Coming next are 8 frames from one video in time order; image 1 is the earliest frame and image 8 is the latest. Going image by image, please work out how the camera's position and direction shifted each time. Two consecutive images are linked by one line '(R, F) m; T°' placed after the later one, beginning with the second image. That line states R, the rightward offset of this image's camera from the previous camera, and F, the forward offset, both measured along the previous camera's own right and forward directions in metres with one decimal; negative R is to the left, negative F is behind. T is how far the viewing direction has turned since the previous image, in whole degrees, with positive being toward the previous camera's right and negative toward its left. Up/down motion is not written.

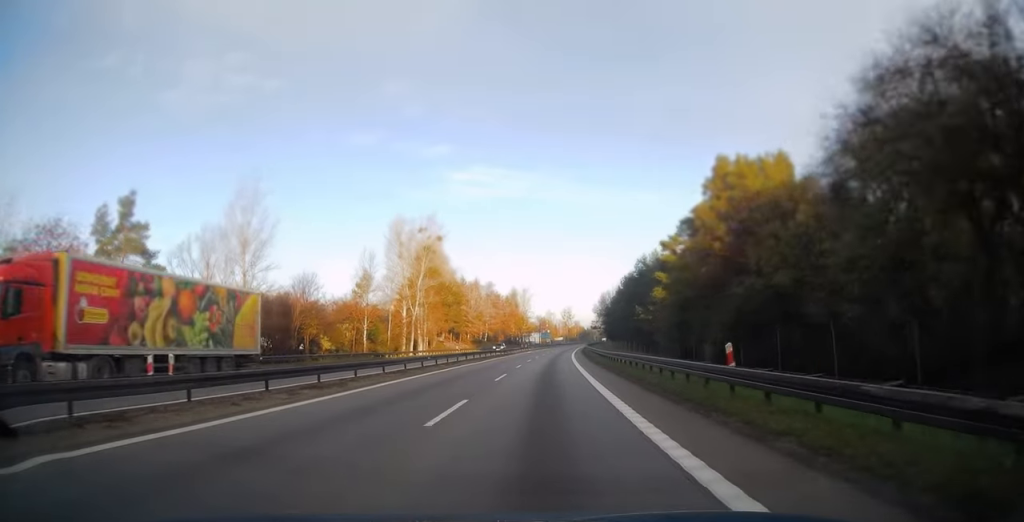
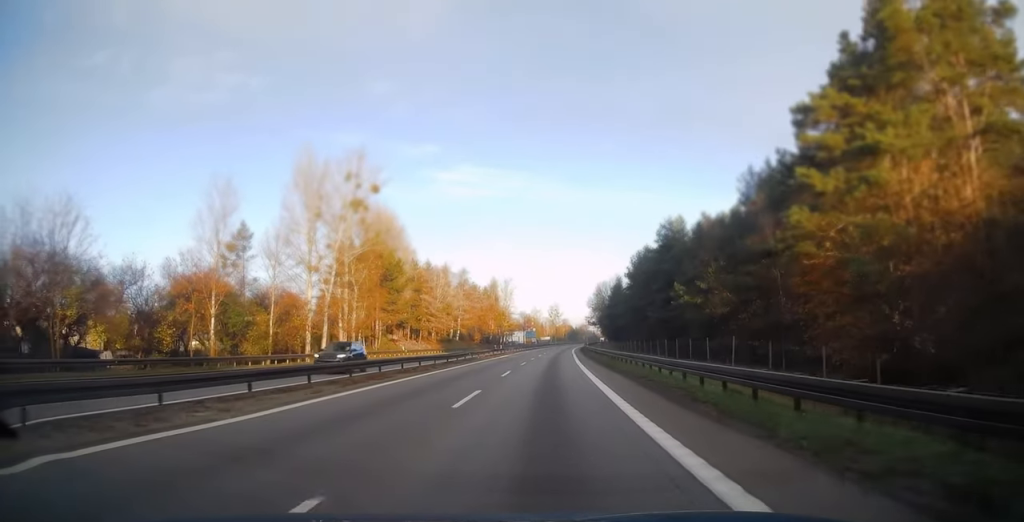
(+0.4, +33.1) m; +1°
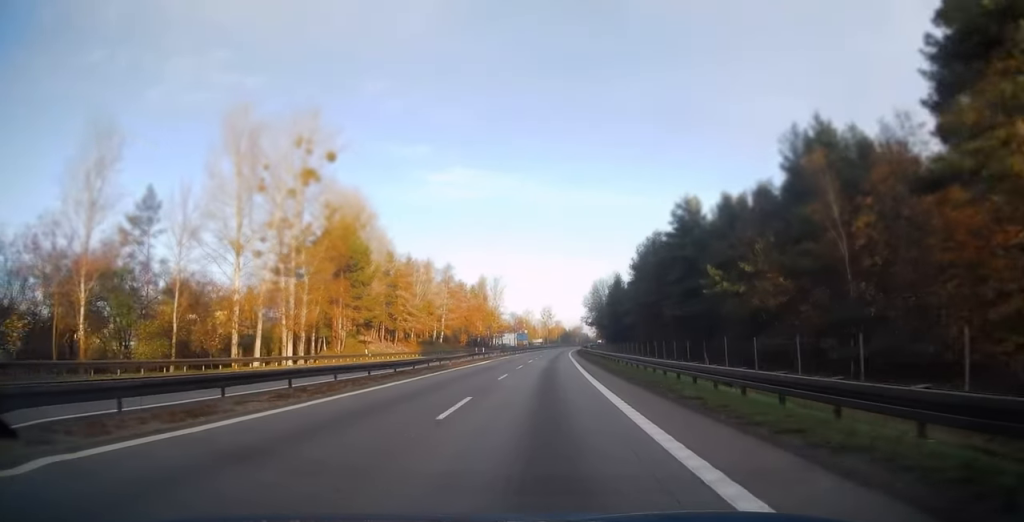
(0.0, +13.3) m; +1°
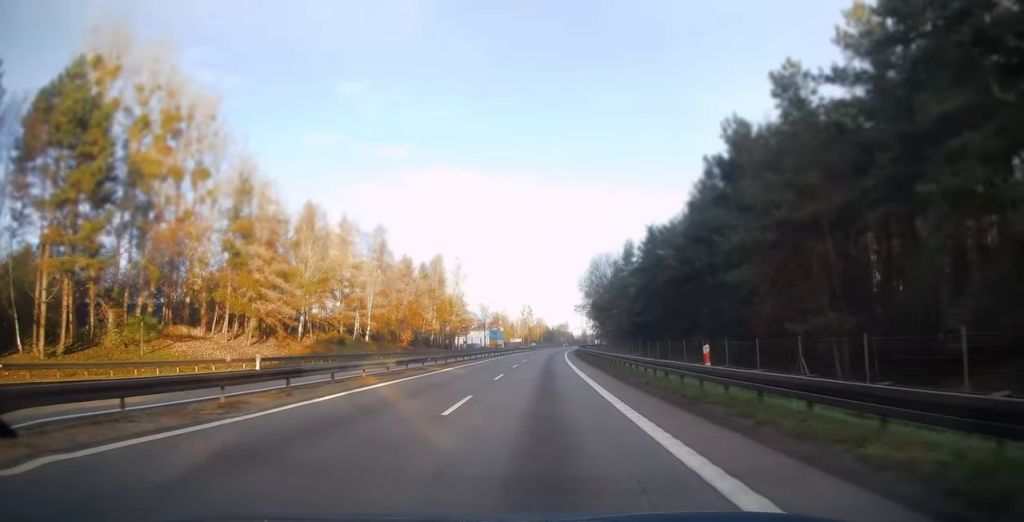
(+0.8, +47.5) m; +2°
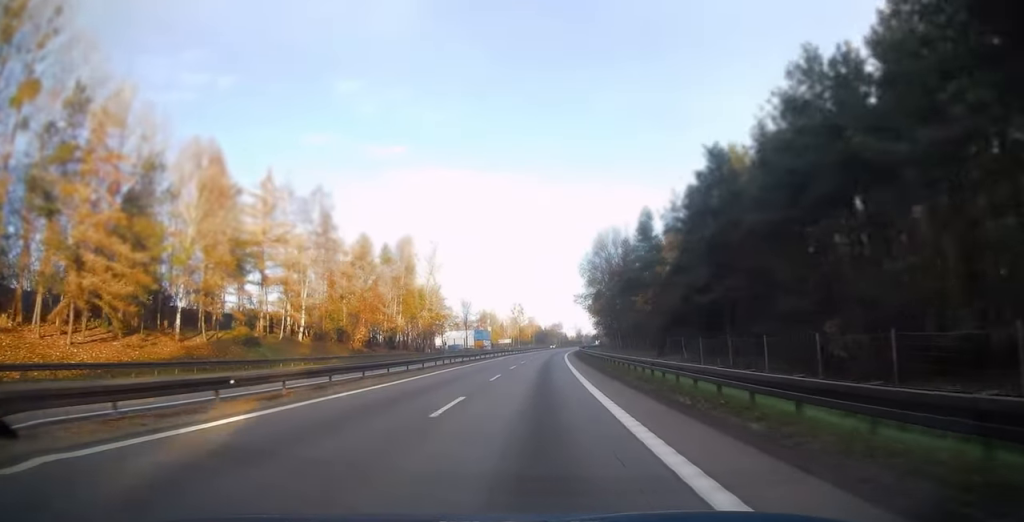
(+0.2, +24.0) m; +1°
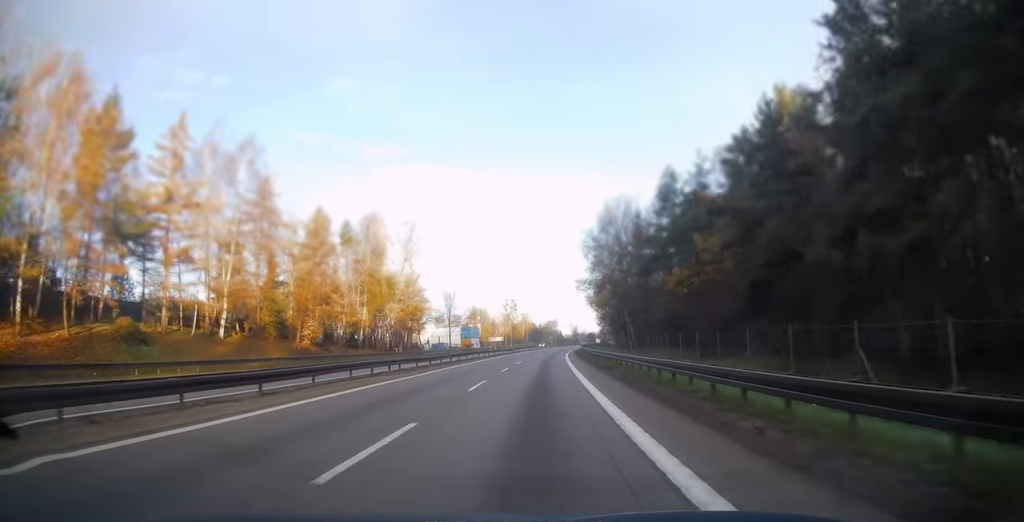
(+0.1, +17.6) m; 0°
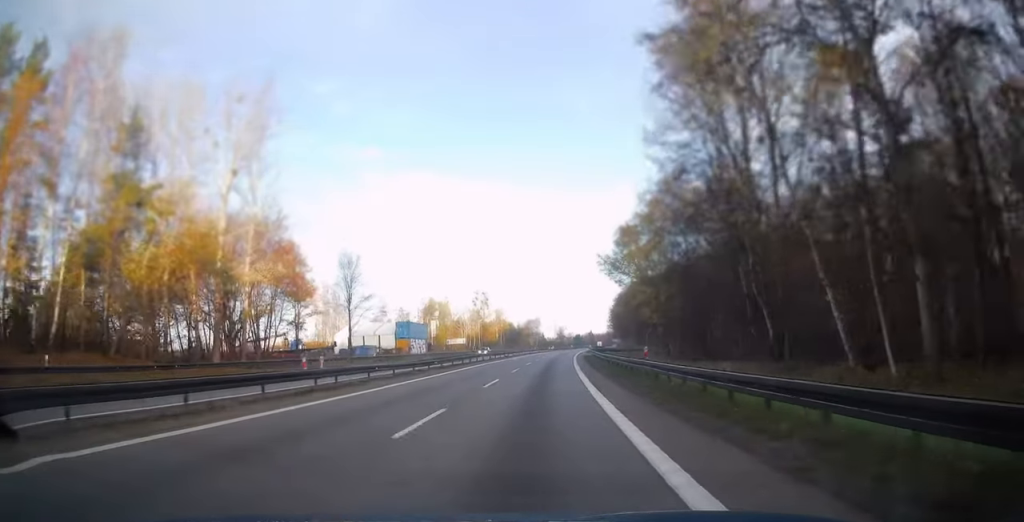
(+0.8, +55.4) m; +2°
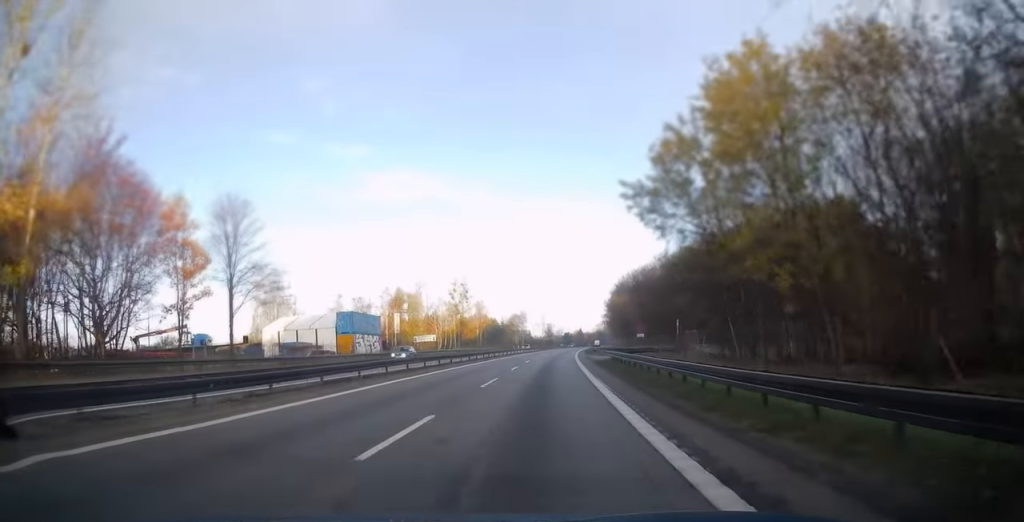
(+0.2, +25.6) m; +1°
